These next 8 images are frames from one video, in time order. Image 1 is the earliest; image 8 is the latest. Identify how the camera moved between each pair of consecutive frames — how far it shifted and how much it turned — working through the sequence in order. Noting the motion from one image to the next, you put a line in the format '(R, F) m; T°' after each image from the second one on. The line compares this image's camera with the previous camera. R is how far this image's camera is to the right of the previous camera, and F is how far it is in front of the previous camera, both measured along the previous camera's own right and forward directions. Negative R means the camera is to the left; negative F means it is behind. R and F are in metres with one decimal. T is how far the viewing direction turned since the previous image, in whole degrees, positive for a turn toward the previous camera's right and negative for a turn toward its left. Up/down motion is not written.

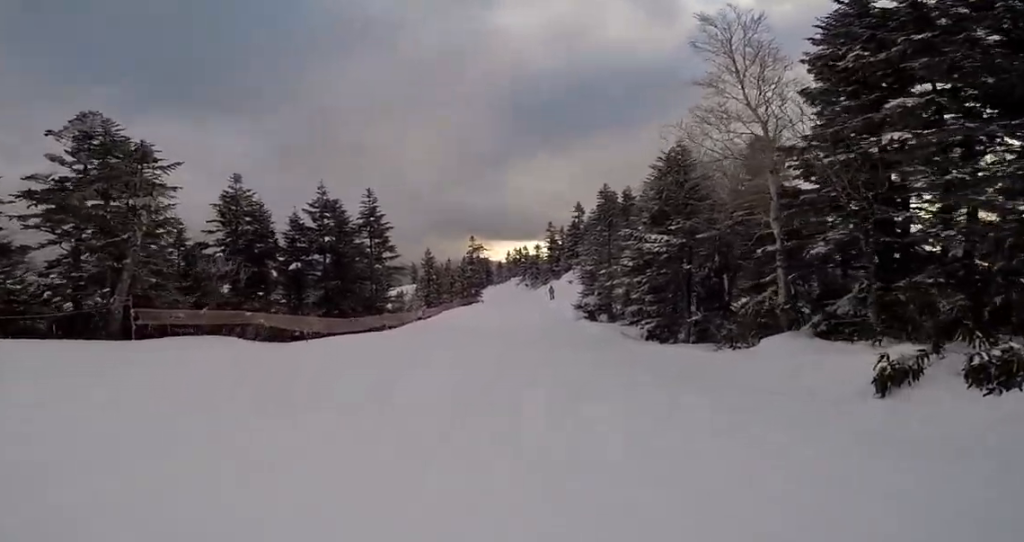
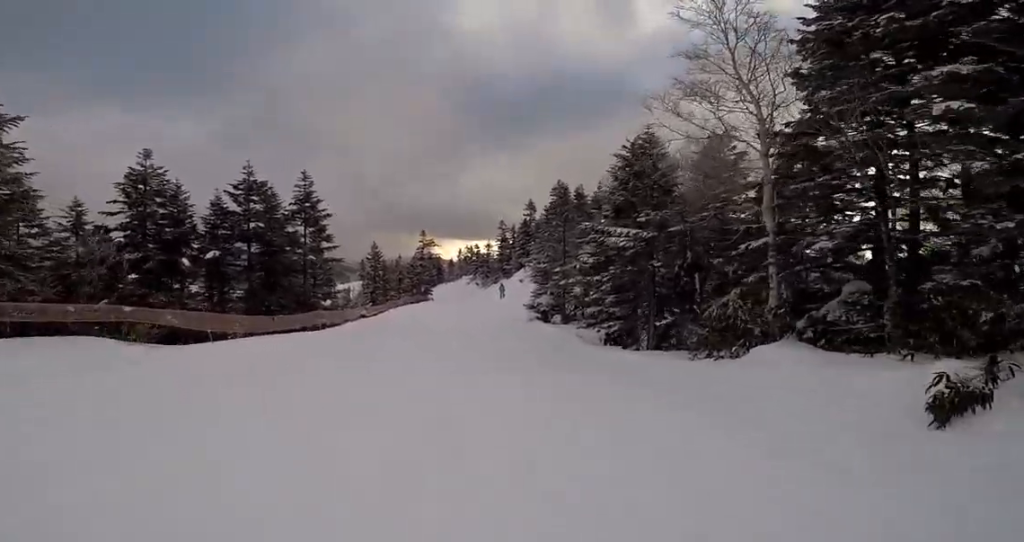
(-0.3, +2.7) m; +1°
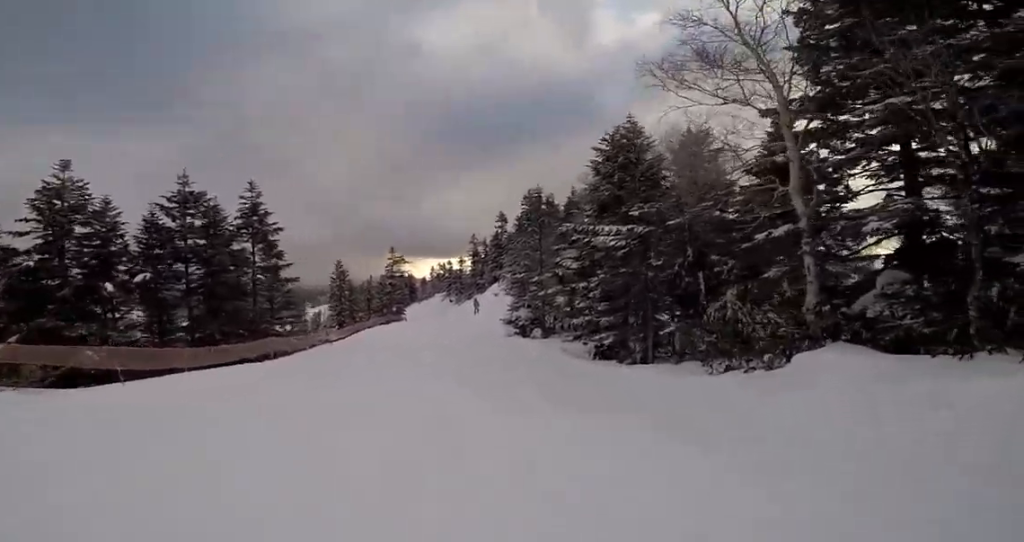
(+0.1, +2.6) m; +2°
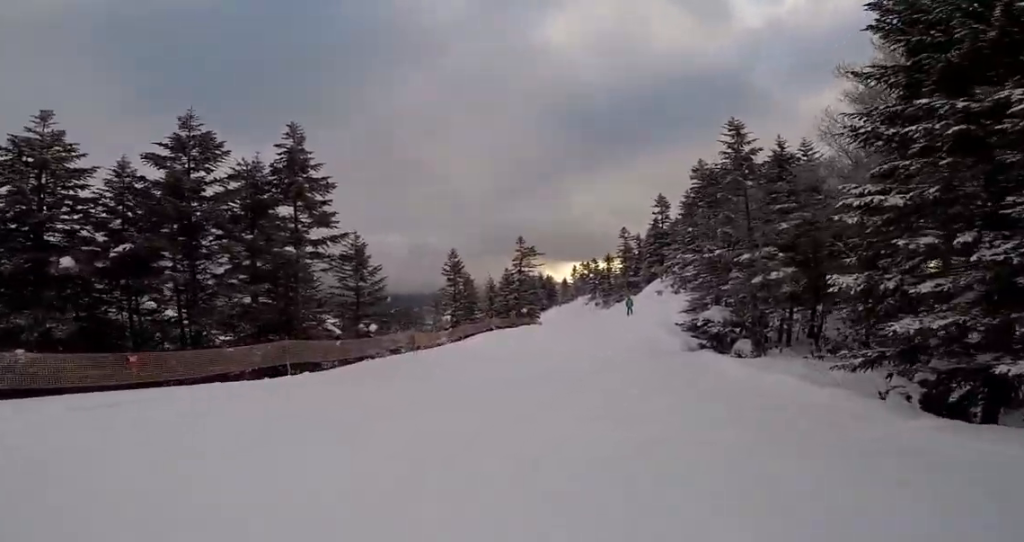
(+0.9, +8.9) m; +5°
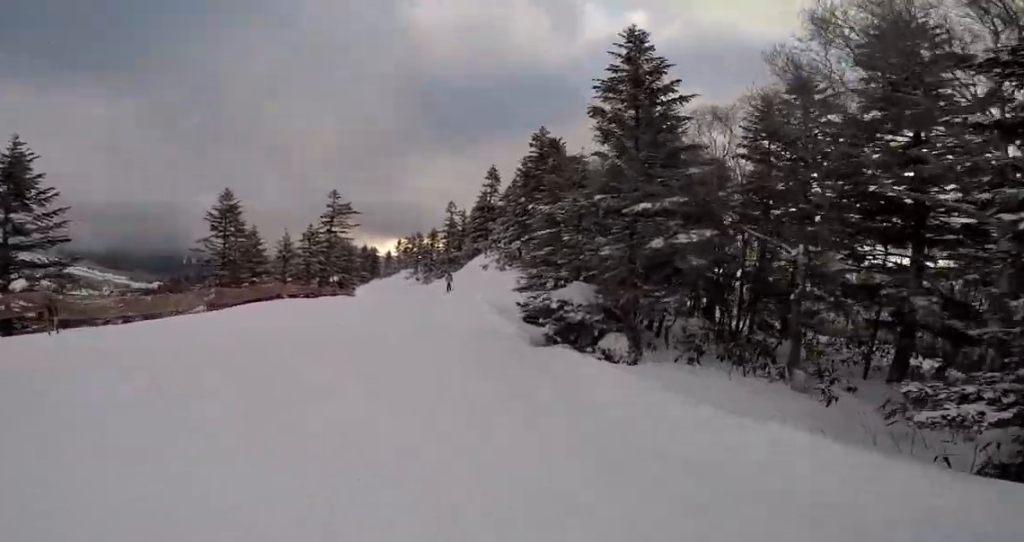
(0.0, +6.8) m; -6°
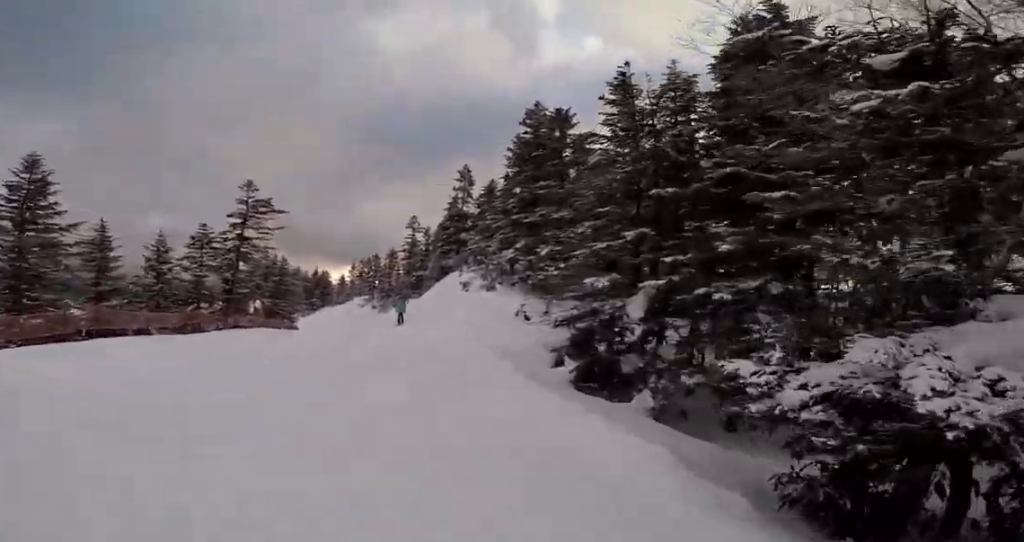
(-0.8, +8.1) m; -3°
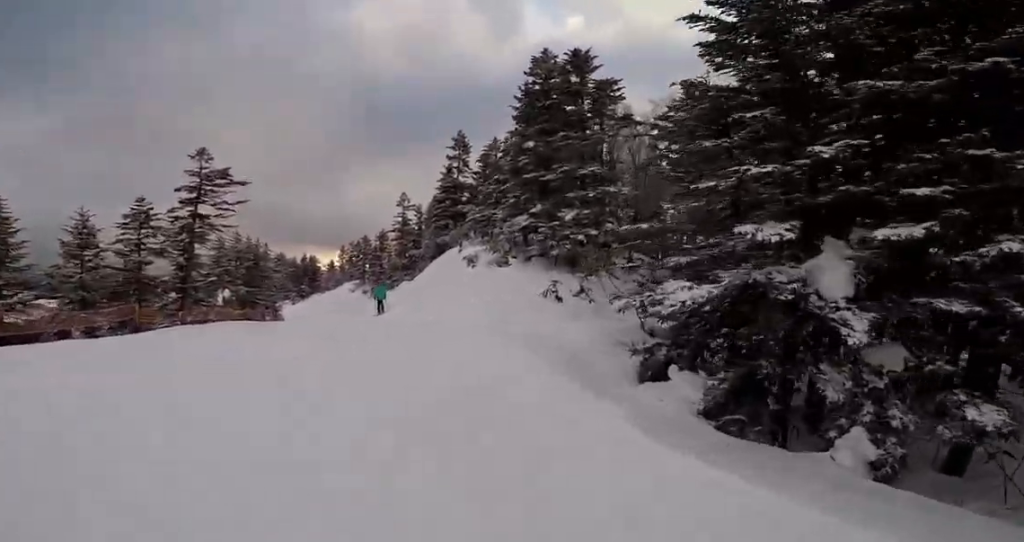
(+0.3, +3.2) m; +5°
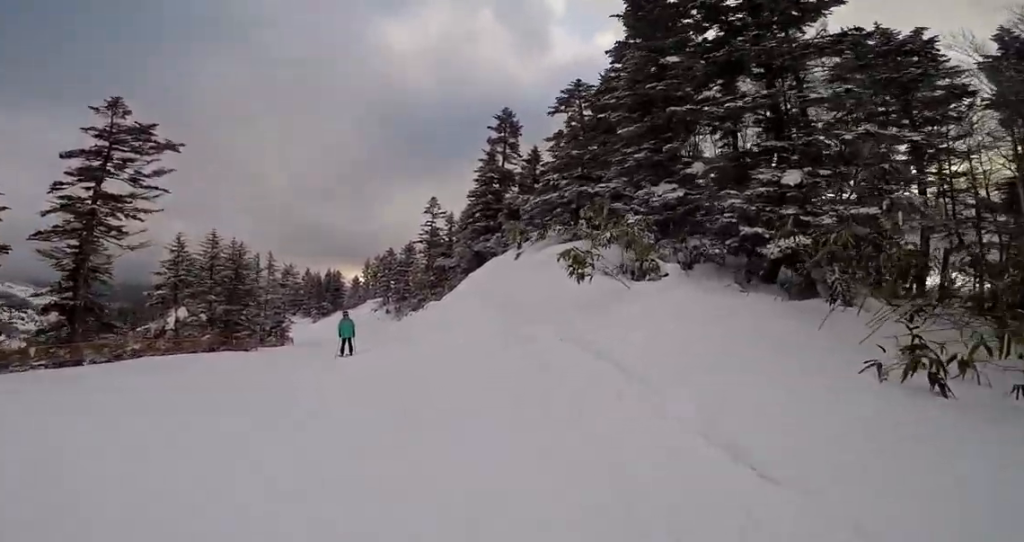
(-0.2, +7.0) m; -6°
